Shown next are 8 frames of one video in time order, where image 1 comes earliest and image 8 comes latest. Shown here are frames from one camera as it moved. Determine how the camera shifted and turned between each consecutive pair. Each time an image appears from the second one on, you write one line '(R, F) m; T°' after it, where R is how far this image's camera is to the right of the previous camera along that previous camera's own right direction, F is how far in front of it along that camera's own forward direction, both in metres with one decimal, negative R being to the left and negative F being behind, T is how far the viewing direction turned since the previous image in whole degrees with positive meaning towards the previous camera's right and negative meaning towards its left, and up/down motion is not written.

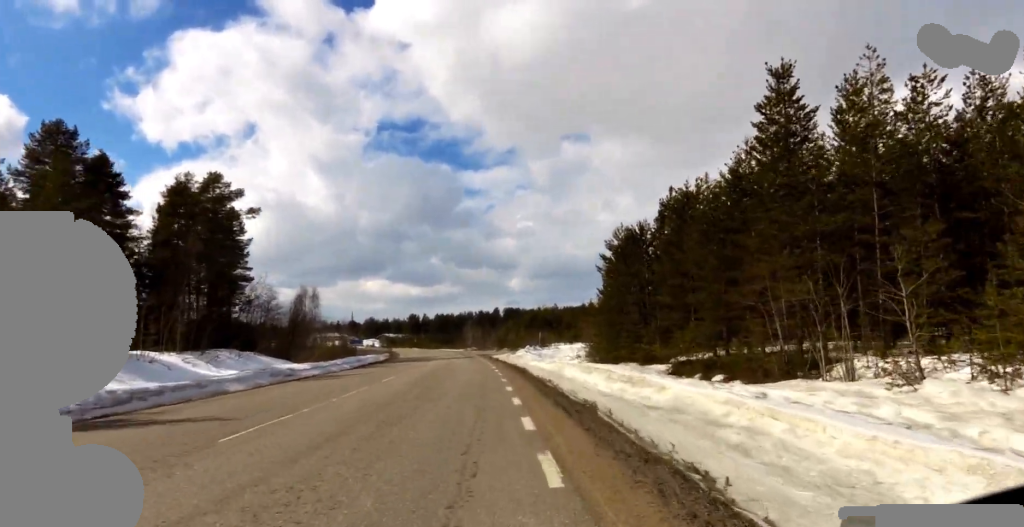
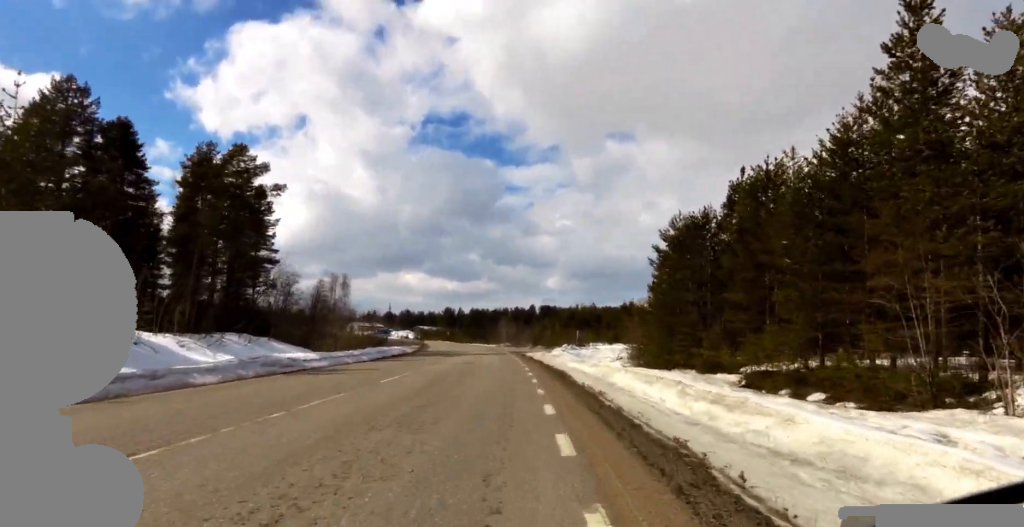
(-0.7, +4.8) m; 0°
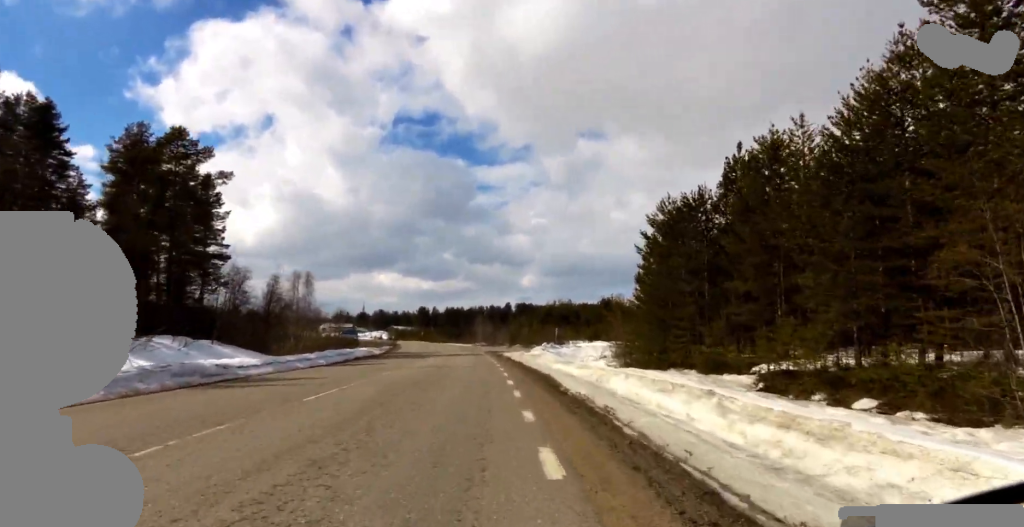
(-0.3, +3.9) m; 0°
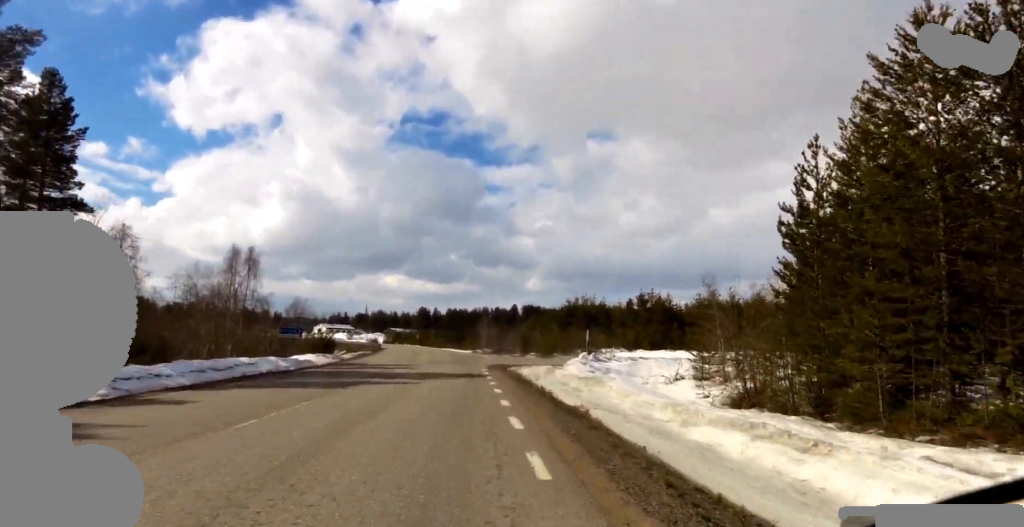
(-0.9, +20.4) m; -10°
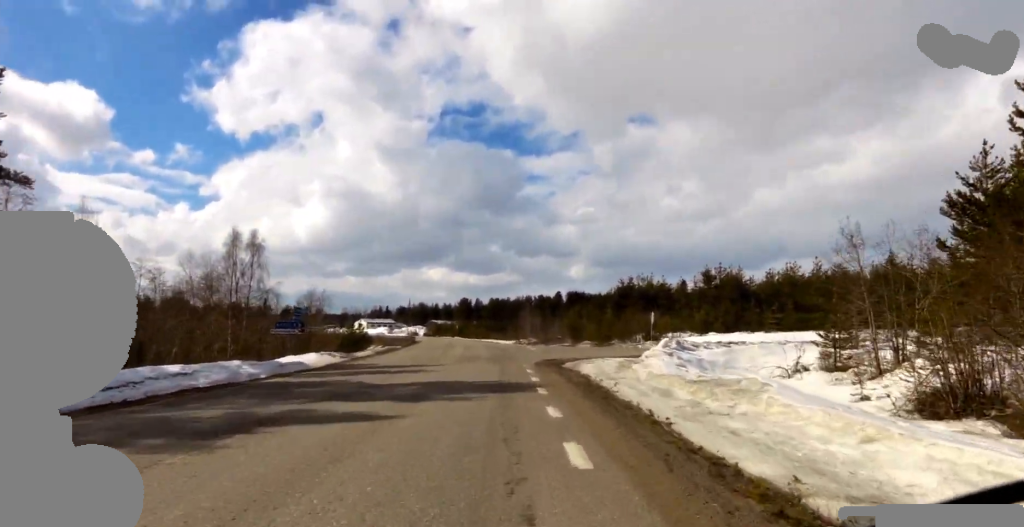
(0.0, +9.2) m; 0°
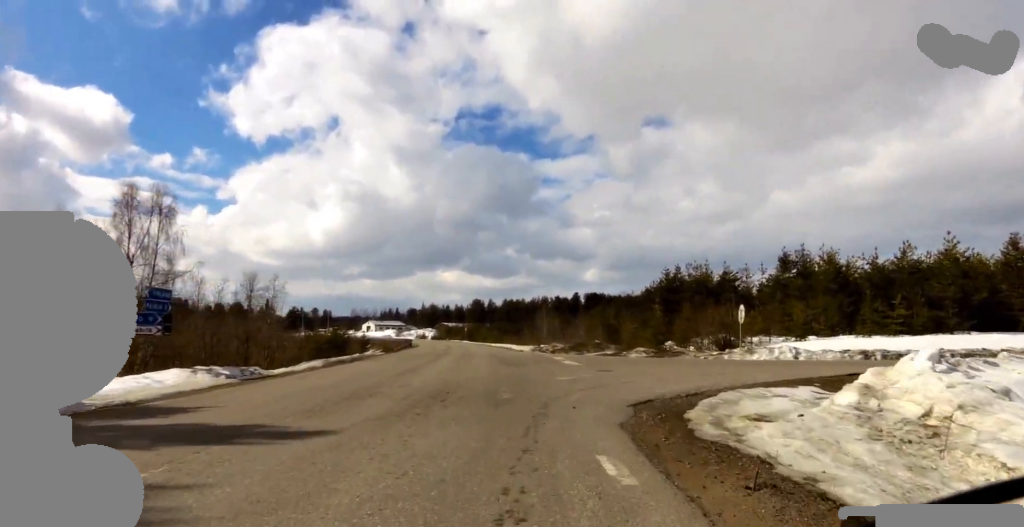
(0.0, +15.6) m; +8°
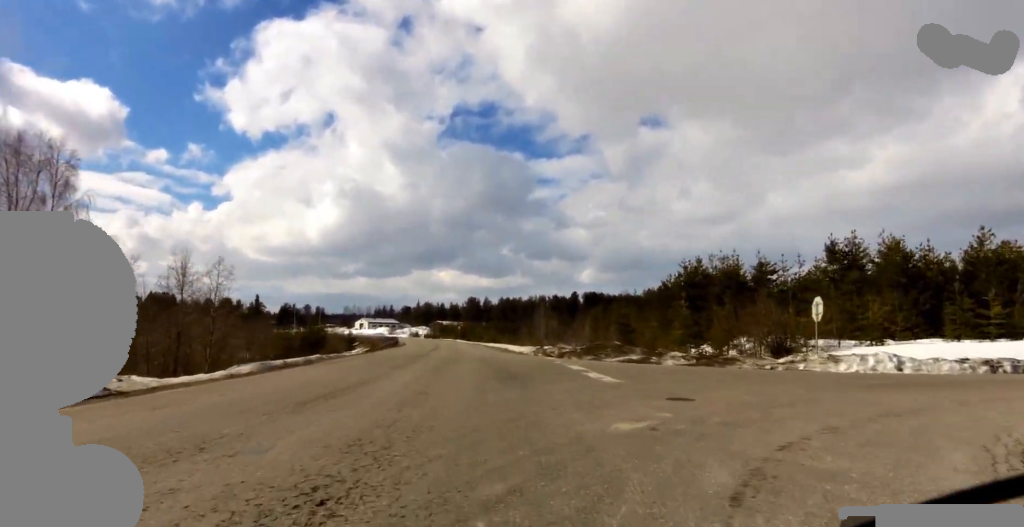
(+1.1, +7.7) m; -6°
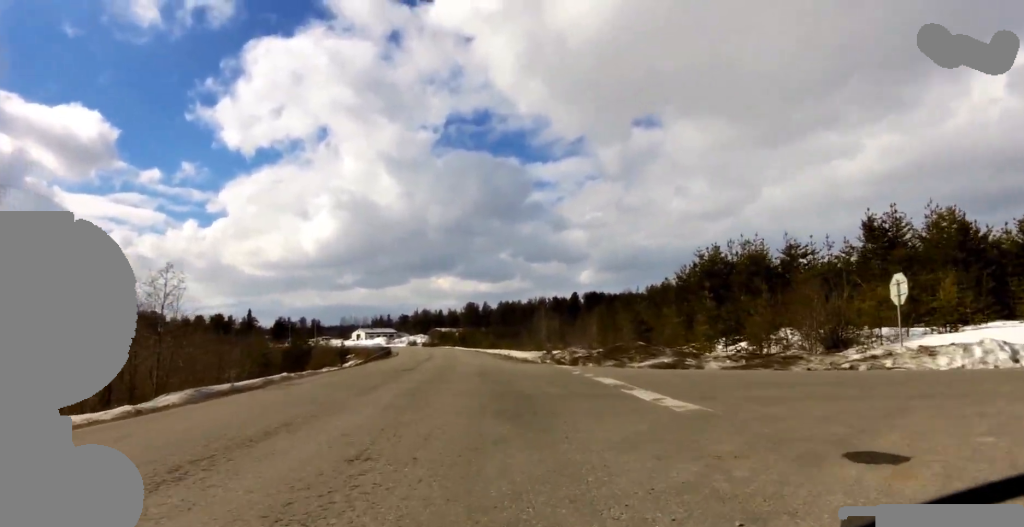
(-0.4, +4.8) m; -5°
